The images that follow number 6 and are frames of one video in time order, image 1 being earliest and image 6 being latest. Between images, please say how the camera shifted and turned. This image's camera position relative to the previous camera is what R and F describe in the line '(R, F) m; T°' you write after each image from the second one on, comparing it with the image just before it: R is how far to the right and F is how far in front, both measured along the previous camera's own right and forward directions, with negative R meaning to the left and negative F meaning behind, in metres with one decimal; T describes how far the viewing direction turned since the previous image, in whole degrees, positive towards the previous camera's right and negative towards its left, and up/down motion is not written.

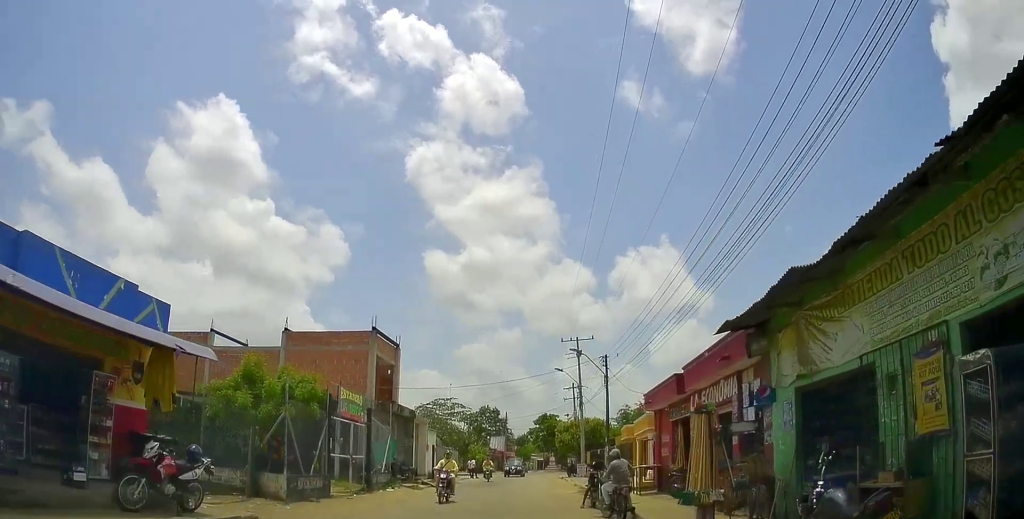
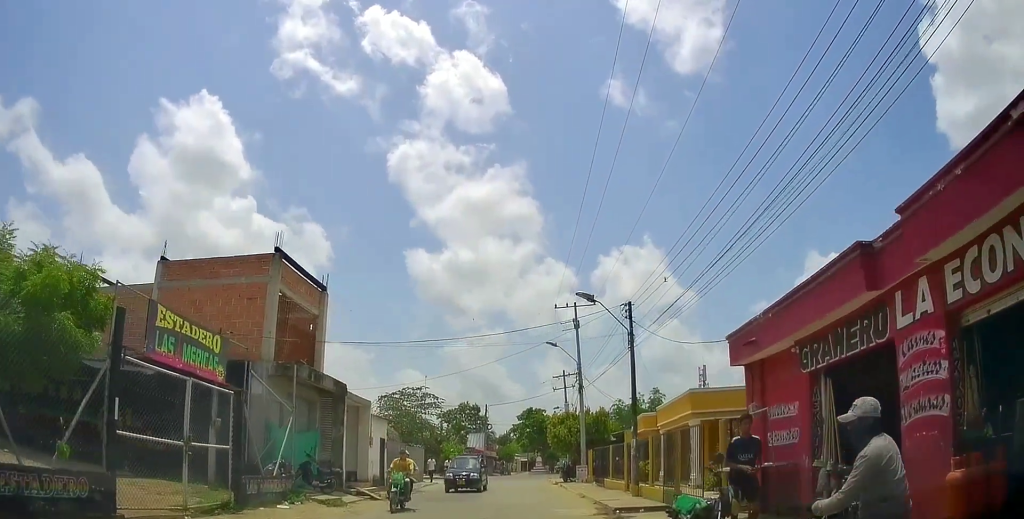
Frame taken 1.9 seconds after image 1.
(+0.1, +9.6) m; 0°
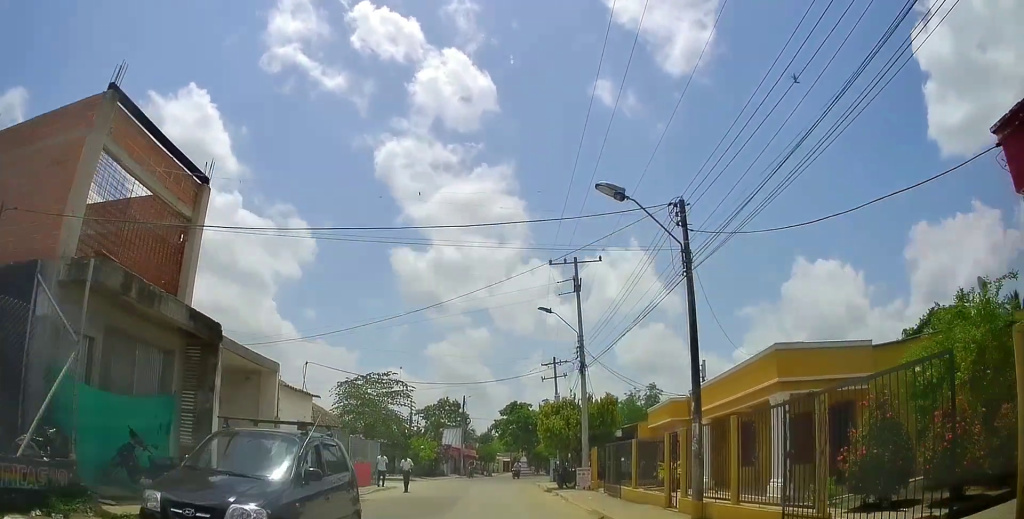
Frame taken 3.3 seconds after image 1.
(+0.1, +7.6) m; 0°
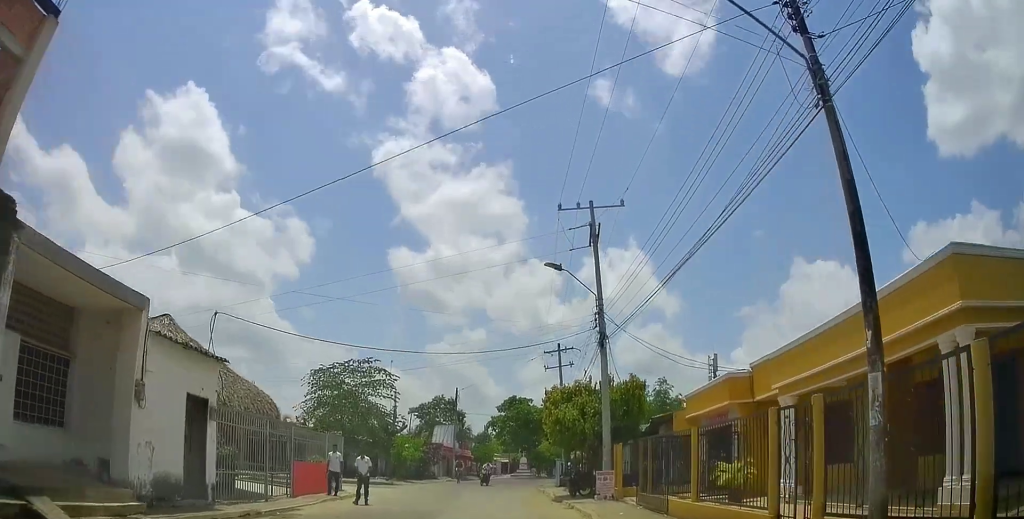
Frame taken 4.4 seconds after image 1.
(-0.4, +5.9) m; -4°
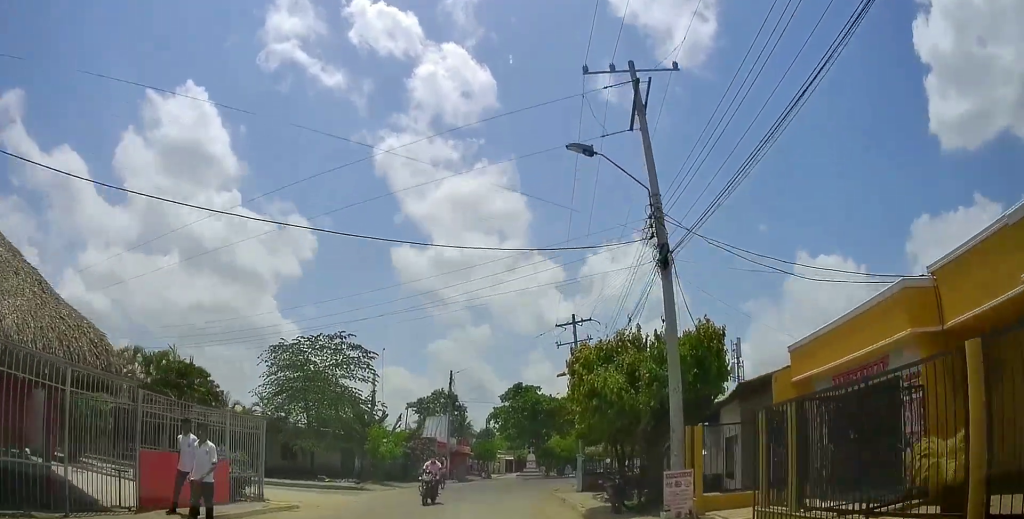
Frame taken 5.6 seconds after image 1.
(+0.1, +7.7) m; +4°
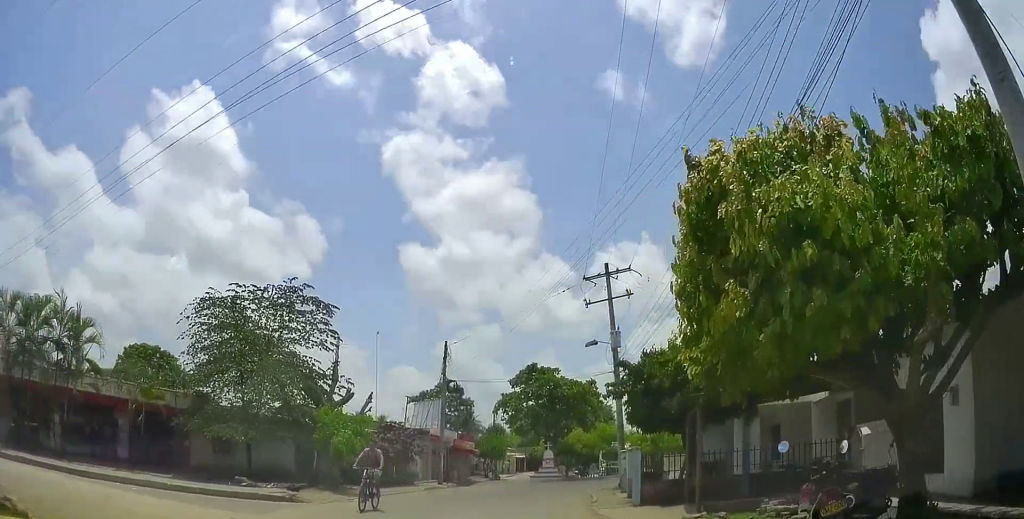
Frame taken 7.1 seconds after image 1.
(+0.1, +8.9) m; 0°
